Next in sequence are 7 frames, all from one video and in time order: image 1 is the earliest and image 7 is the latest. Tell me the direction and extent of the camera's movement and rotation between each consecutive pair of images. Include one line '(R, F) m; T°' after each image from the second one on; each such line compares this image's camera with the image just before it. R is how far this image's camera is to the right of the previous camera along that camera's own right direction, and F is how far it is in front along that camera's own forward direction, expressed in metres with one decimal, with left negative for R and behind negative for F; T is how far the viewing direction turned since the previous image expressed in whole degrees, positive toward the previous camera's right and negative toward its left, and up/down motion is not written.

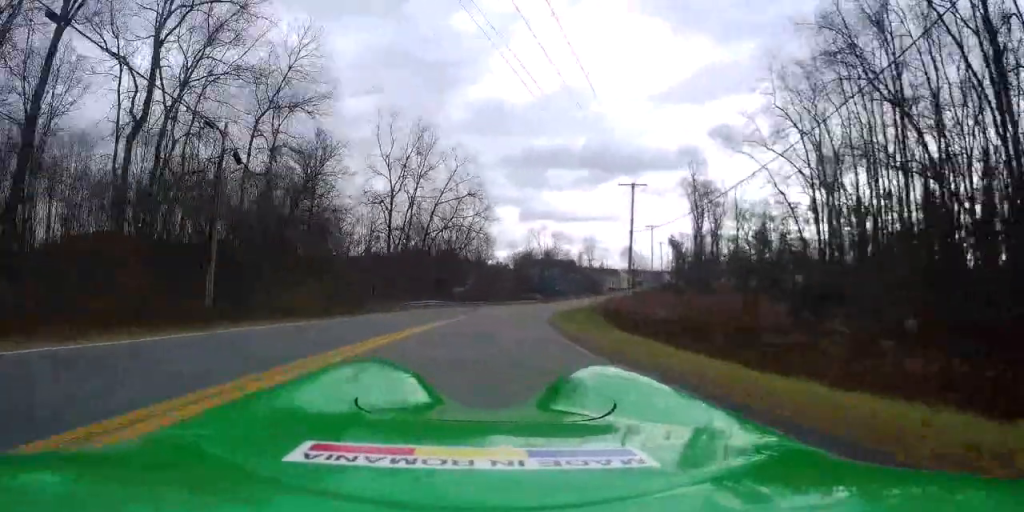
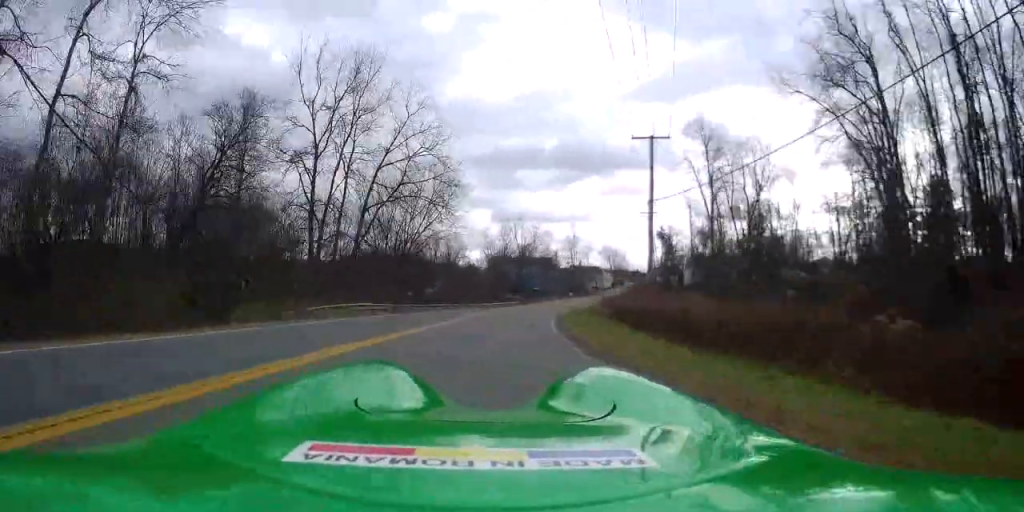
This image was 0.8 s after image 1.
(0.0, +13.3) m; 0°
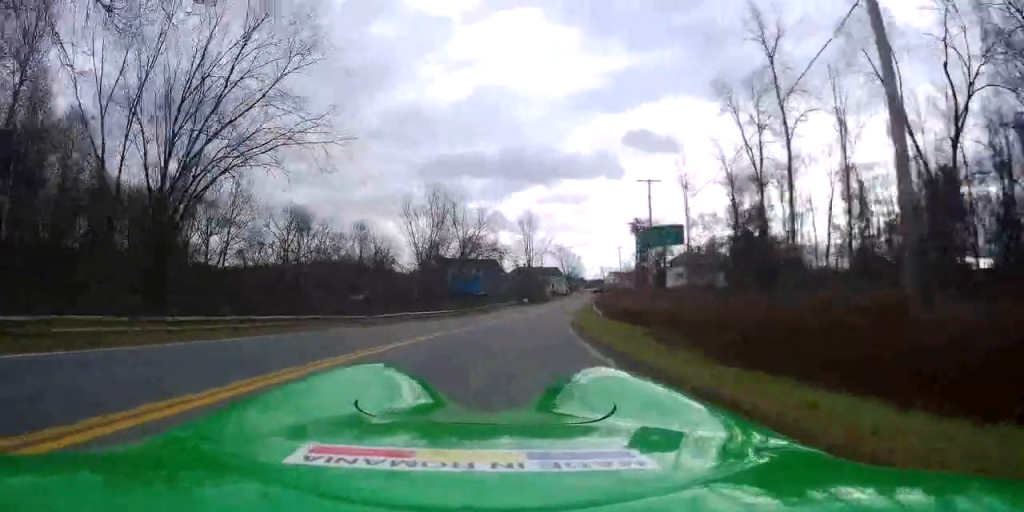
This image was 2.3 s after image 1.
(0.0, +25.6) m; 0°
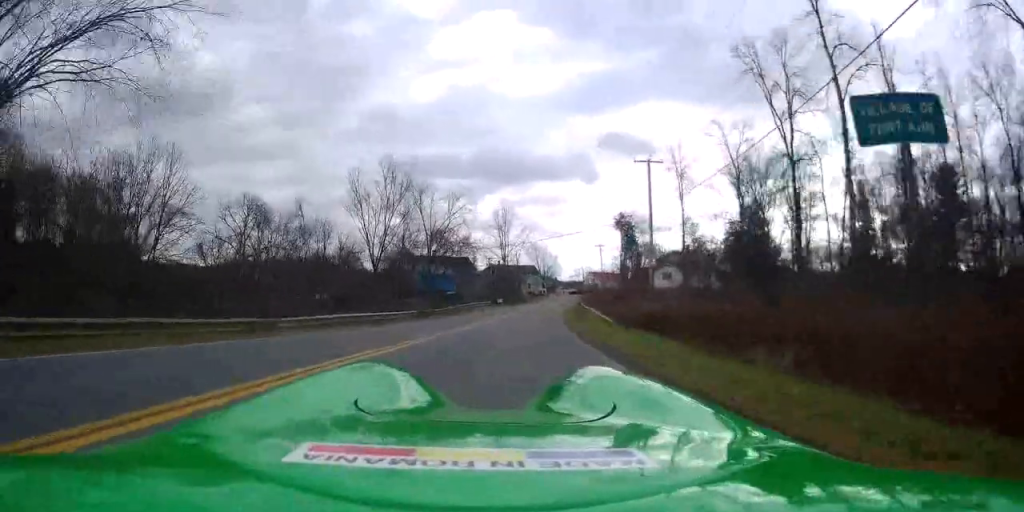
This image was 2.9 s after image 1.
(0.0, +8.9) m; 0°
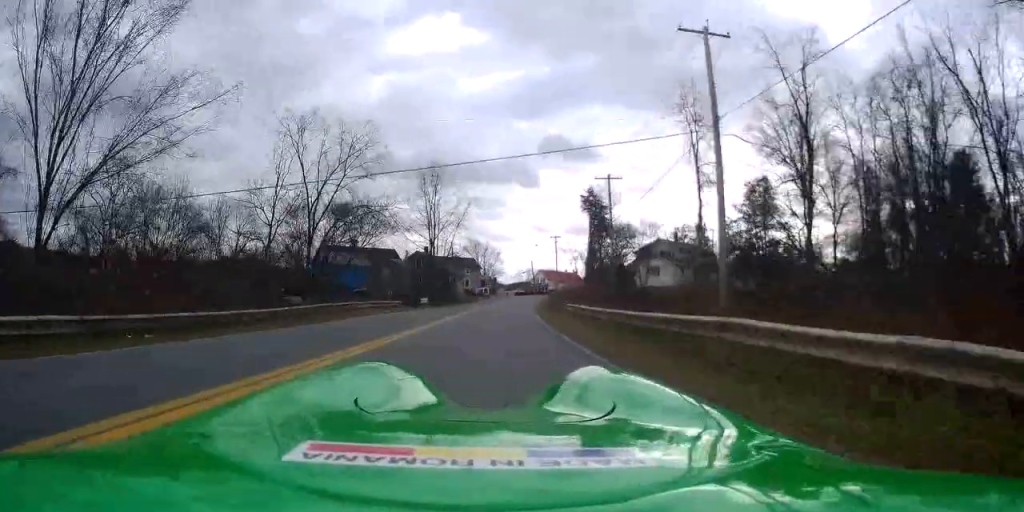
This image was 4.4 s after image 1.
(0.0, +25.2) m; 0°
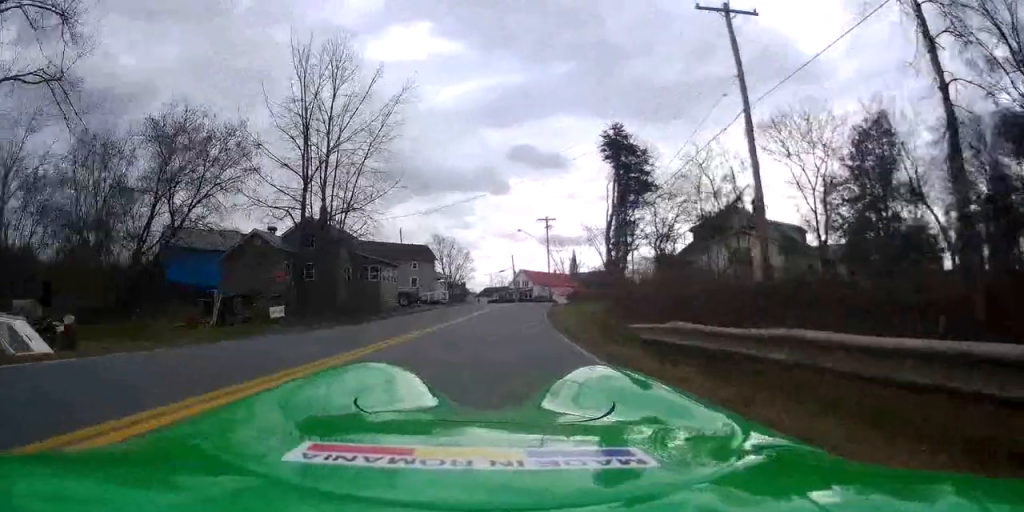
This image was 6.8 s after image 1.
(0.0, +37.0) m; 0°
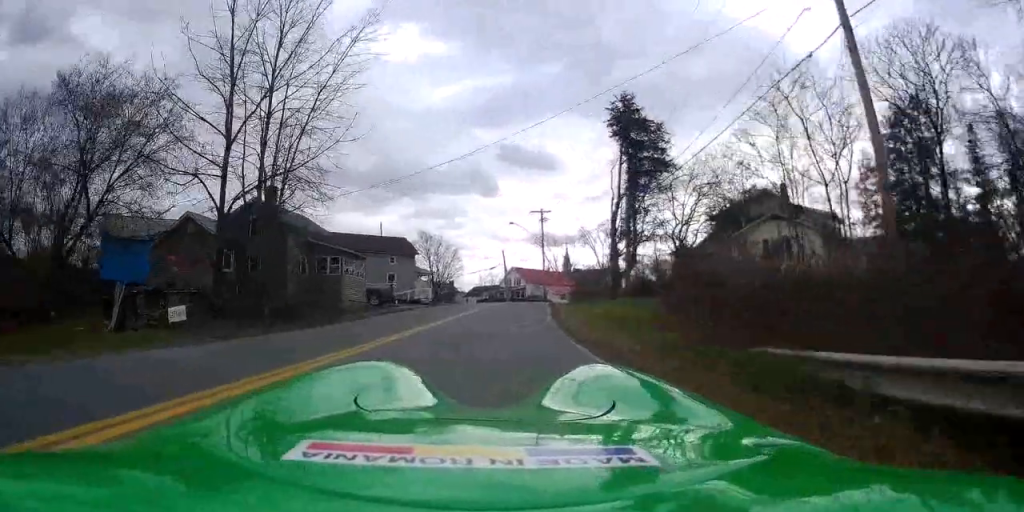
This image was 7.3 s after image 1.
(0.0, +7.8) m; 0°
